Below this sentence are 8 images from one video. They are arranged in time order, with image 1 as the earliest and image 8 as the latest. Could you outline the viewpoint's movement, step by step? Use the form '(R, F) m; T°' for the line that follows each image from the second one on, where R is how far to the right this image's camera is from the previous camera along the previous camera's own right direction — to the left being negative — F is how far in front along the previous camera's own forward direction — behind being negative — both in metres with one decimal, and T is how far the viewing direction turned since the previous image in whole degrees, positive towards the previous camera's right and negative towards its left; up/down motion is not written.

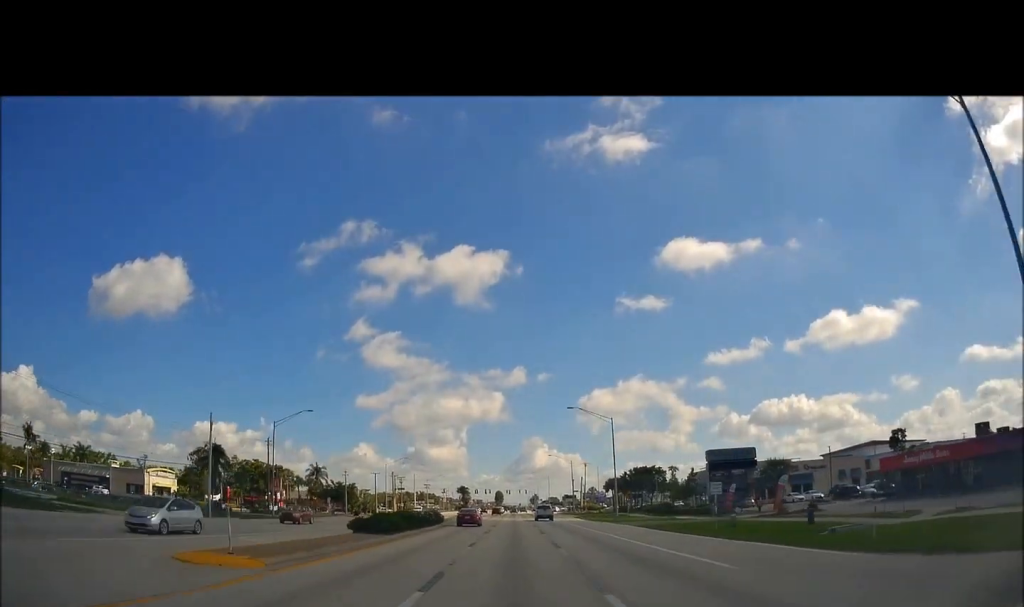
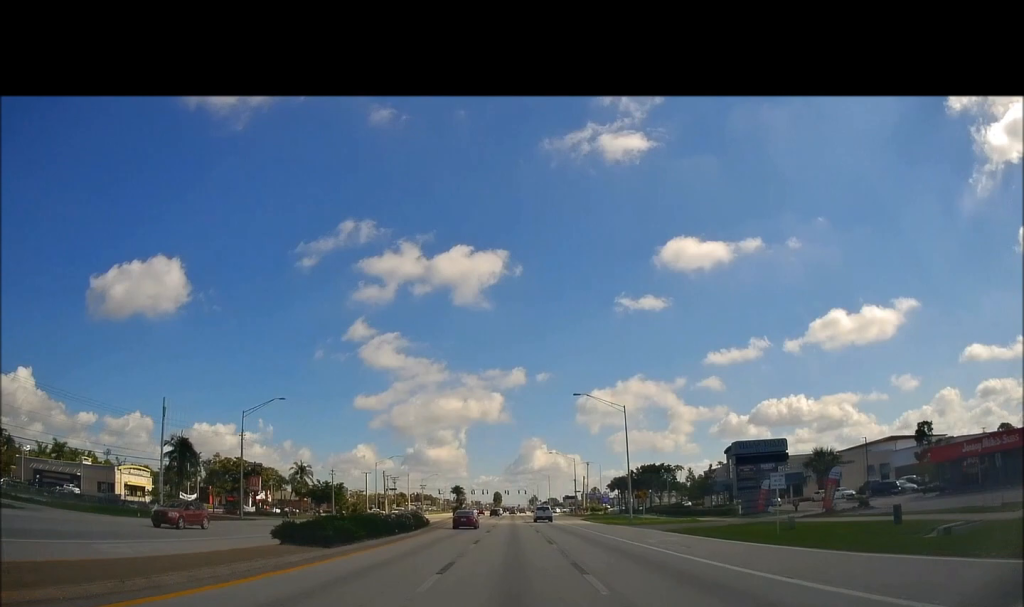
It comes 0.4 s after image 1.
(0.0, +9.3) m; 0°
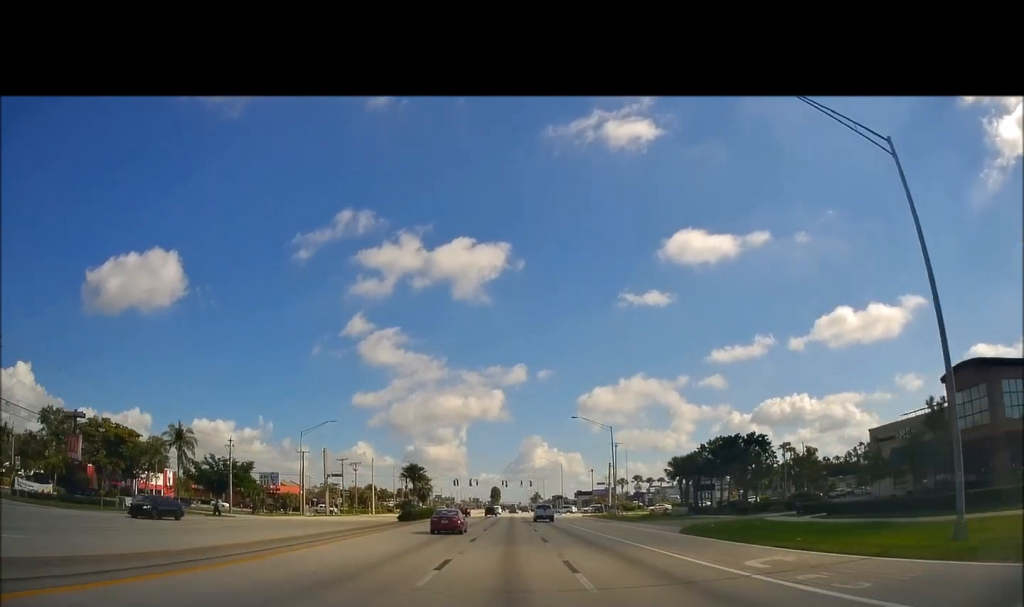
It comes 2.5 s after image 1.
(0.0, +49.0) m; 0°
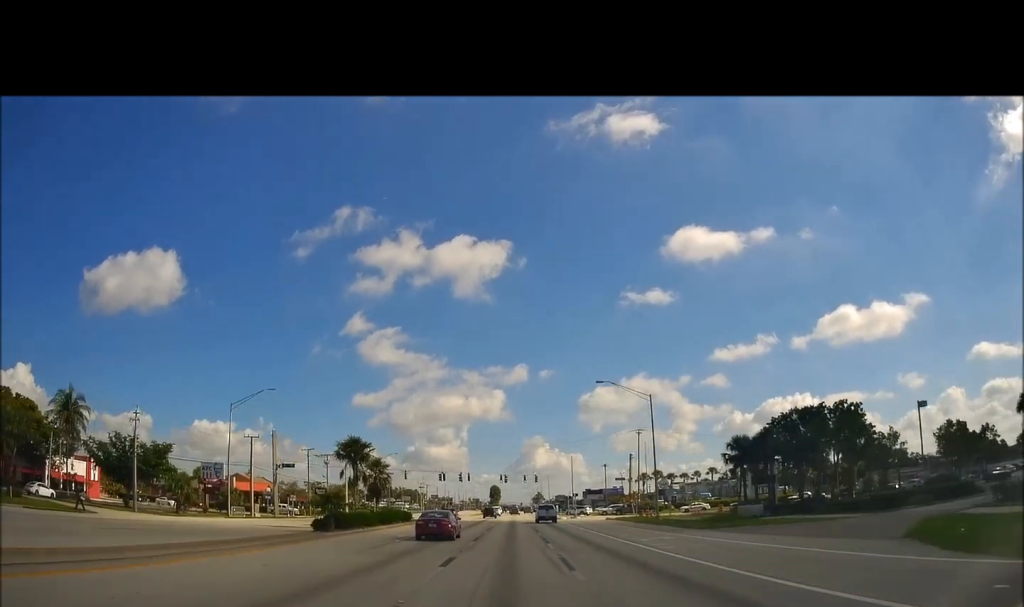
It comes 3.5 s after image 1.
(+0.2, +23.2) m; 0°
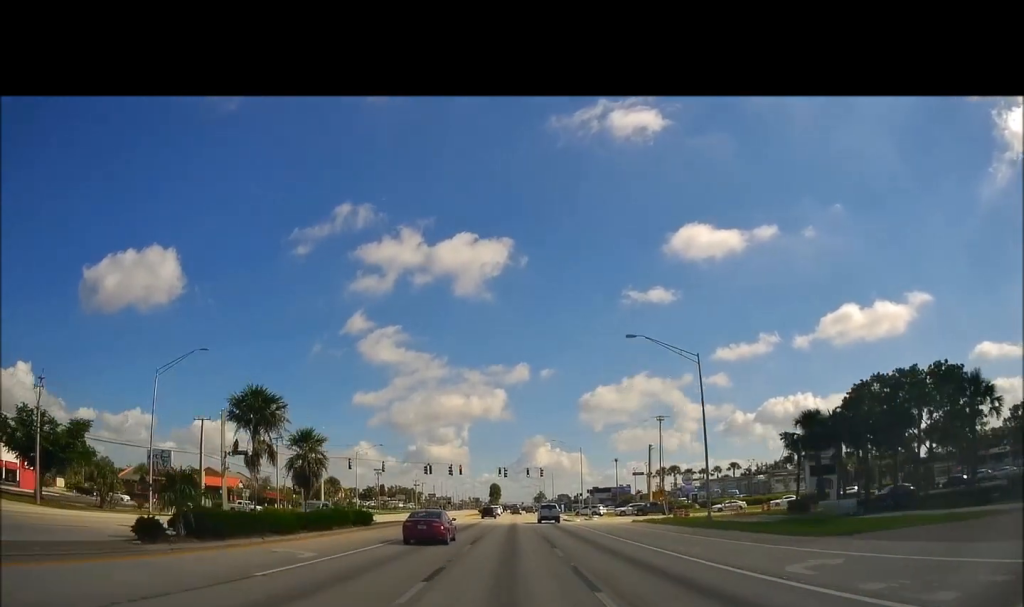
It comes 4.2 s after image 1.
(-0.2, +15.5) m; -1°
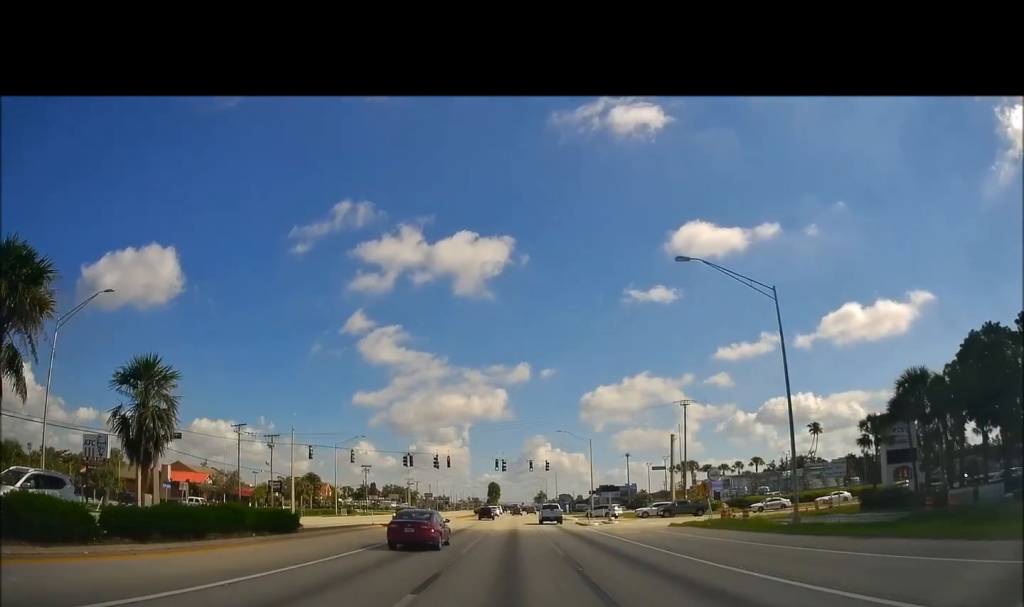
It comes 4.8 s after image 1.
(0.0, +13.9) m; +1°
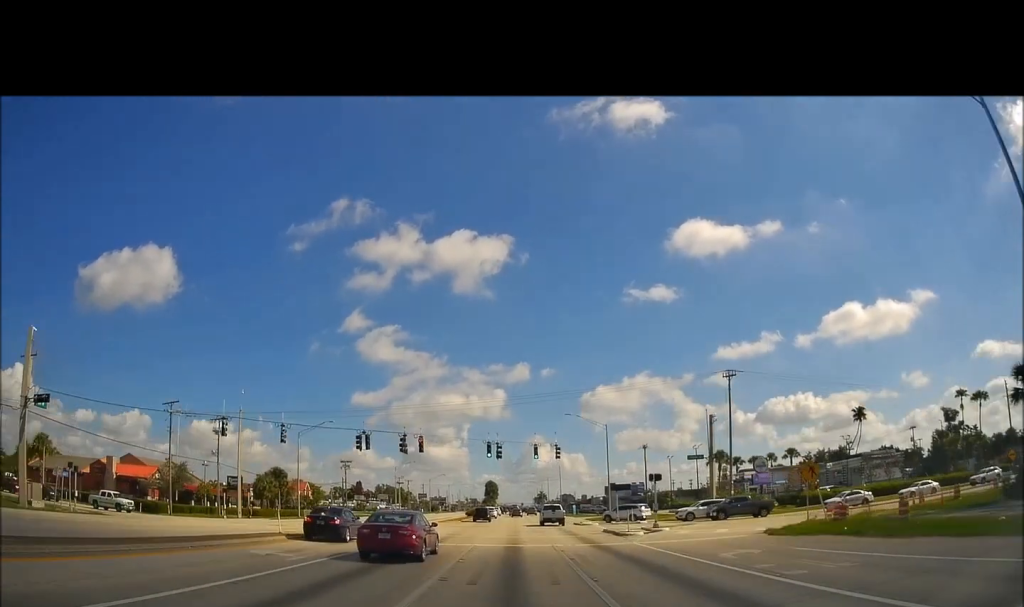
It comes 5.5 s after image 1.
(+0.1, +17.7) m; 0°
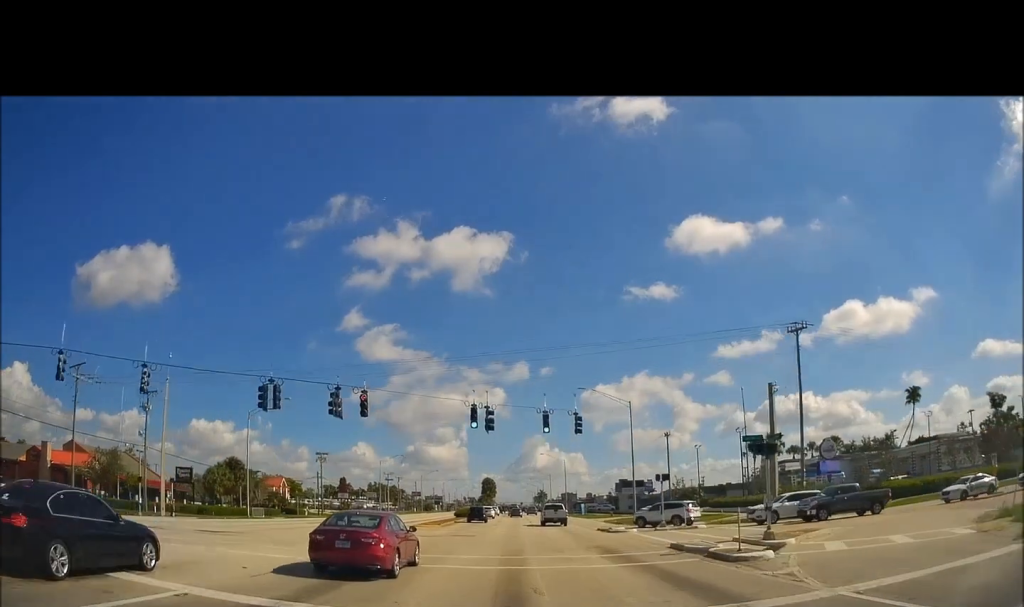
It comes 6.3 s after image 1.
(+0.3, +16.8) m; 0°
